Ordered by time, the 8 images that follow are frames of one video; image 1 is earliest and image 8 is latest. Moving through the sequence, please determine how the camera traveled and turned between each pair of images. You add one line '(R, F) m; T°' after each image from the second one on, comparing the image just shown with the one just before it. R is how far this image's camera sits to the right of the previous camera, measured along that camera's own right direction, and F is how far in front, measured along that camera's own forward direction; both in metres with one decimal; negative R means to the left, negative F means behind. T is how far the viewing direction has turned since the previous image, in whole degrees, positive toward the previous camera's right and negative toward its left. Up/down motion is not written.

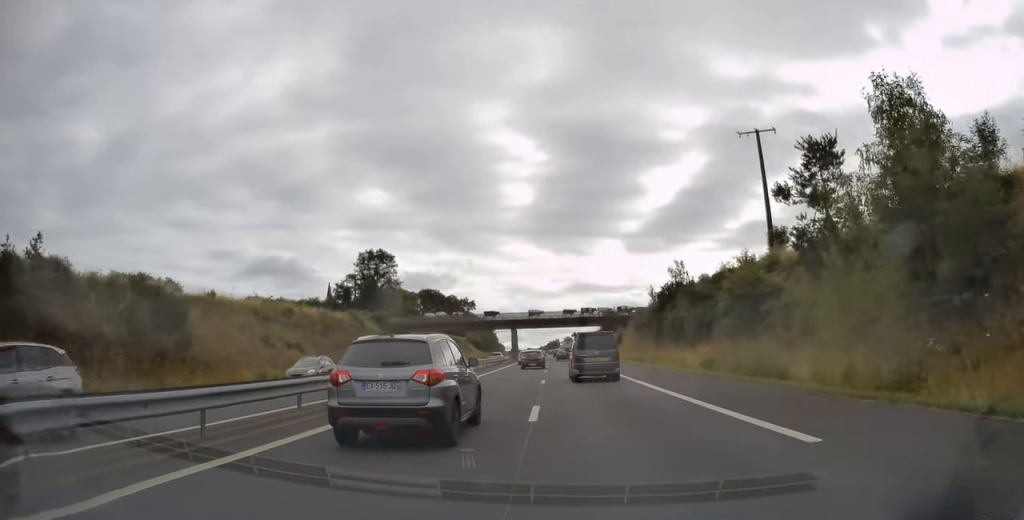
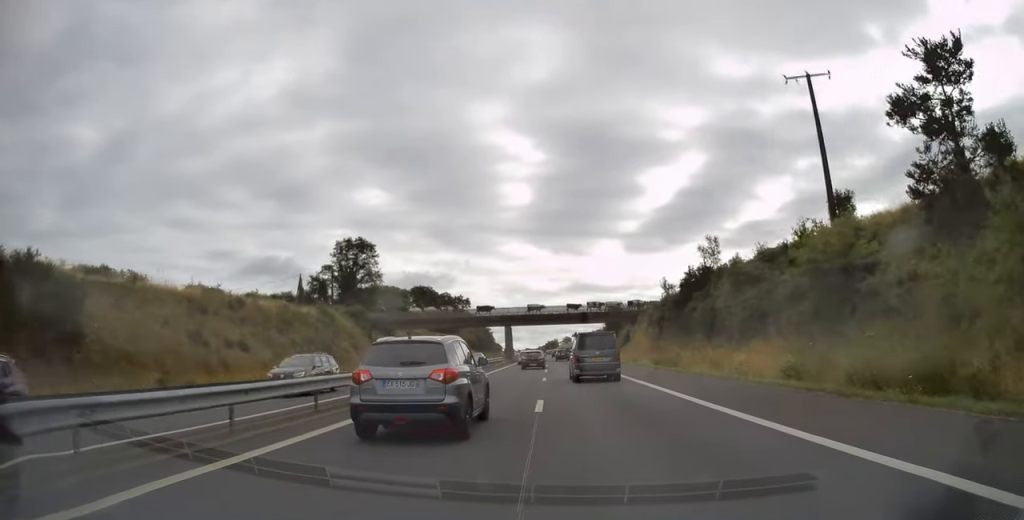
(0.0, +11.3) m; 0°
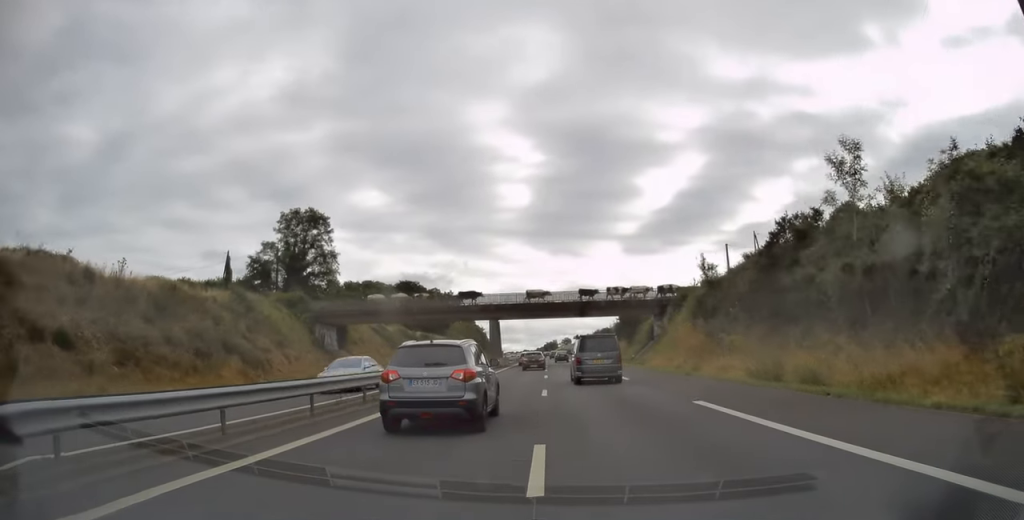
(-0.1, +20.4) m; 0°
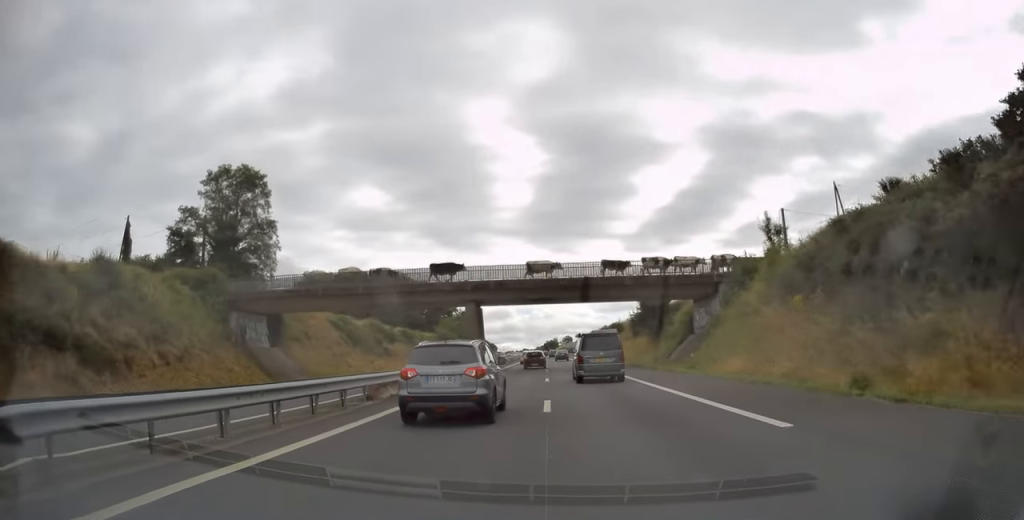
(0.0, +18.2) m; 0°
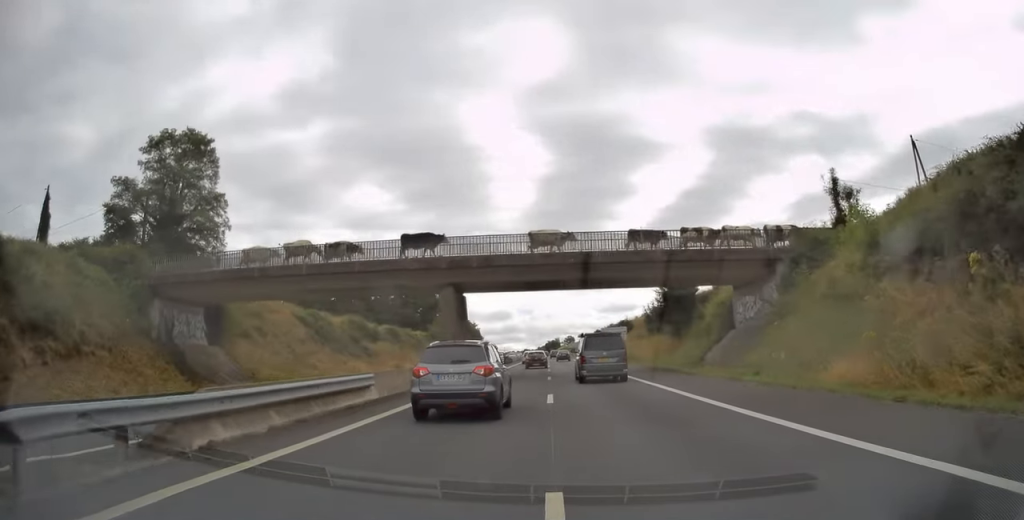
(0.0, +10.6) m; 0°
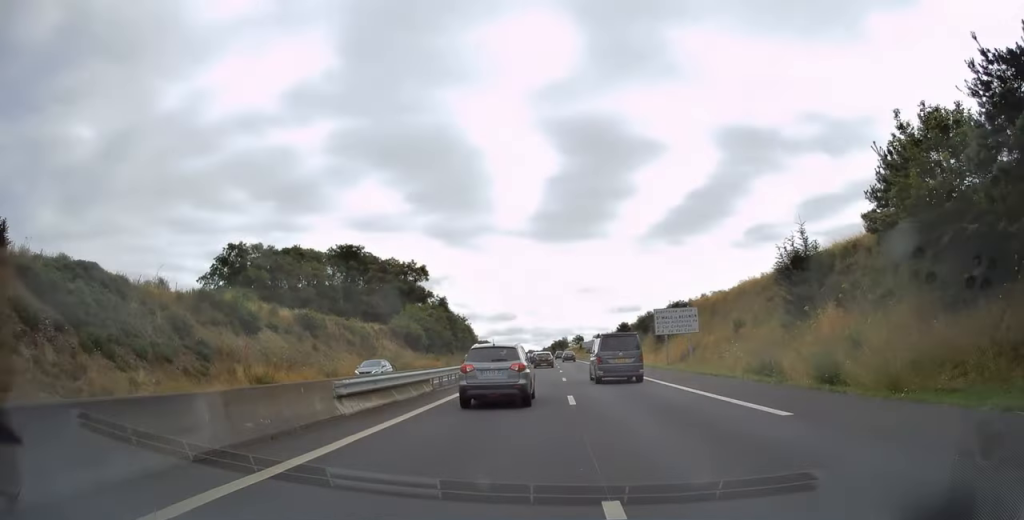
(0.0, +39.2) m; 0°
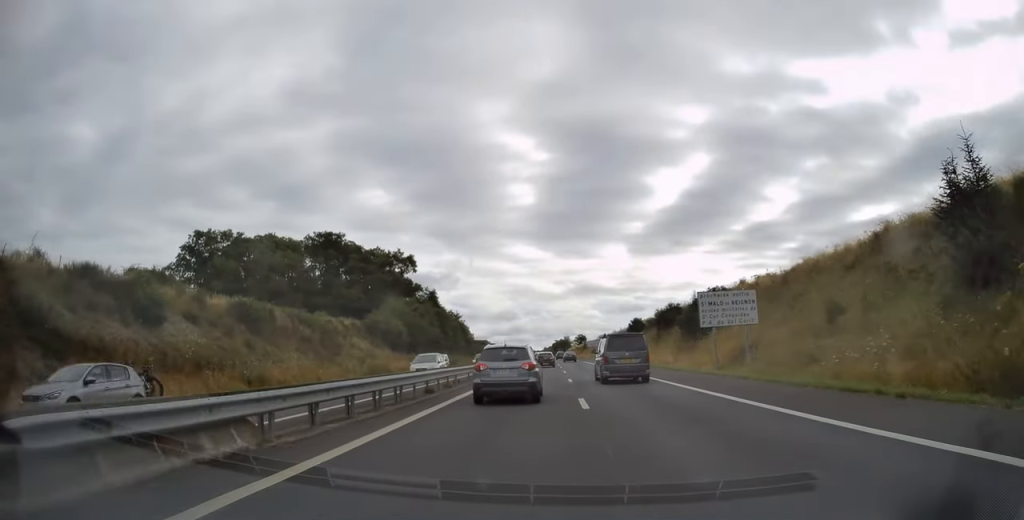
(0.0, +14.0) m; 0°
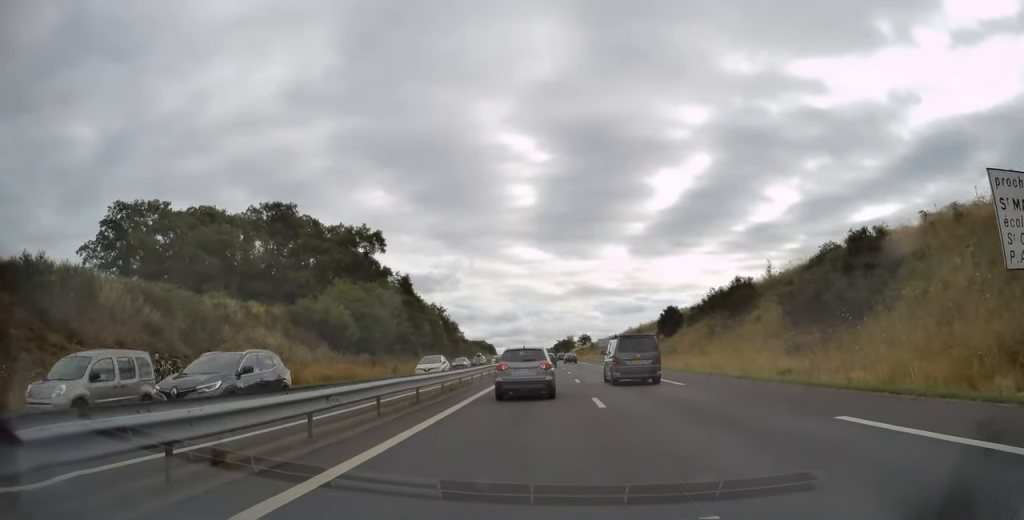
(0.0, +25.0) m; -1°
